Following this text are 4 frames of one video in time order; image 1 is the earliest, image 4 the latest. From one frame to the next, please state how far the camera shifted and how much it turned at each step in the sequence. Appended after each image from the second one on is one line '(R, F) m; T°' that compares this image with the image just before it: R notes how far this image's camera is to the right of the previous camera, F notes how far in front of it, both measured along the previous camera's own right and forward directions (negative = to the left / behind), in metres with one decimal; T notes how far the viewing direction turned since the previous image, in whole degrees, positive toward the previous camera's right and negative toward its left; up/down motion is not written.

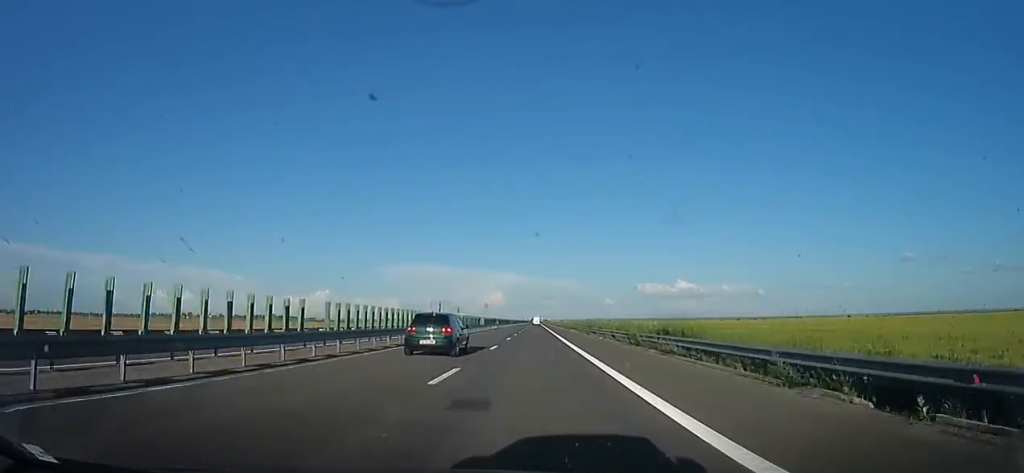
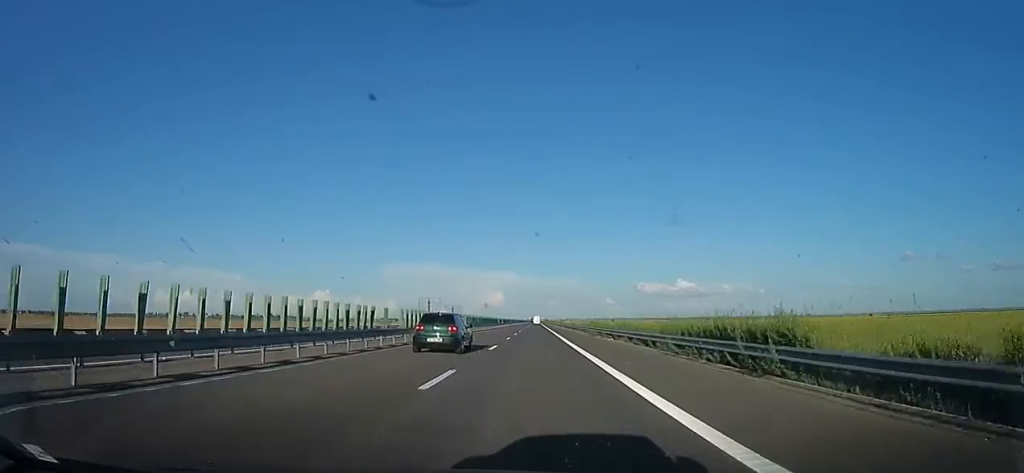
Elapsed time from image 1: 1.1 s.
(+0.4, +37.0) m; 0°
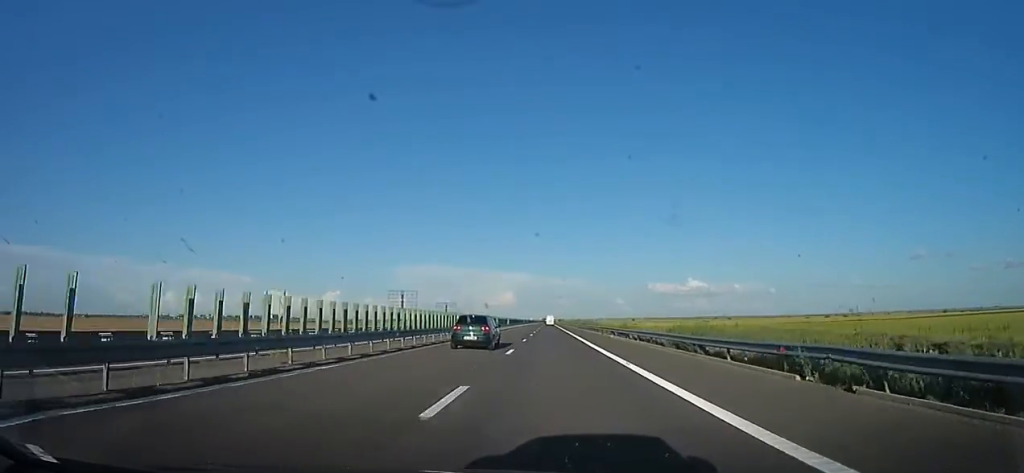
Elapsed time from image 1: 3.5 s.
(0.0, +87.7) m; 0°
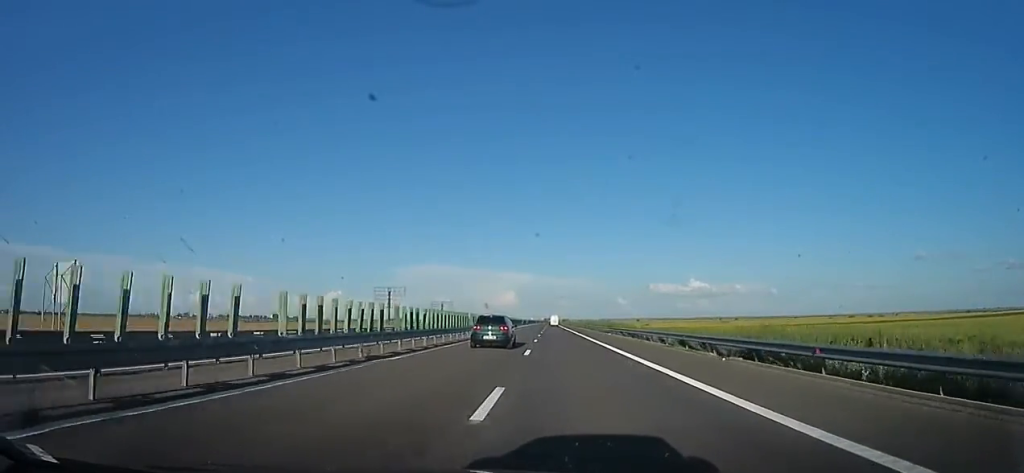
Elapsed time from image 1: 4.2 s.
(-0.8, +24.6) m; -2°
